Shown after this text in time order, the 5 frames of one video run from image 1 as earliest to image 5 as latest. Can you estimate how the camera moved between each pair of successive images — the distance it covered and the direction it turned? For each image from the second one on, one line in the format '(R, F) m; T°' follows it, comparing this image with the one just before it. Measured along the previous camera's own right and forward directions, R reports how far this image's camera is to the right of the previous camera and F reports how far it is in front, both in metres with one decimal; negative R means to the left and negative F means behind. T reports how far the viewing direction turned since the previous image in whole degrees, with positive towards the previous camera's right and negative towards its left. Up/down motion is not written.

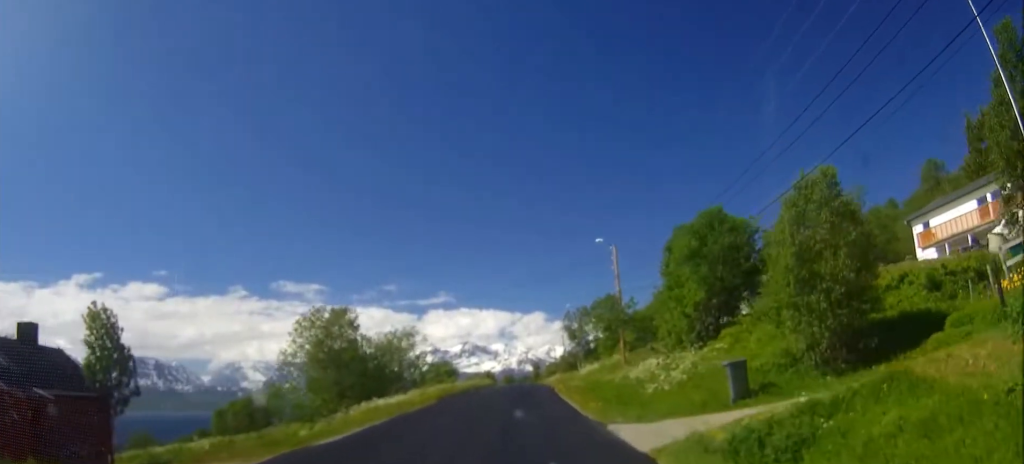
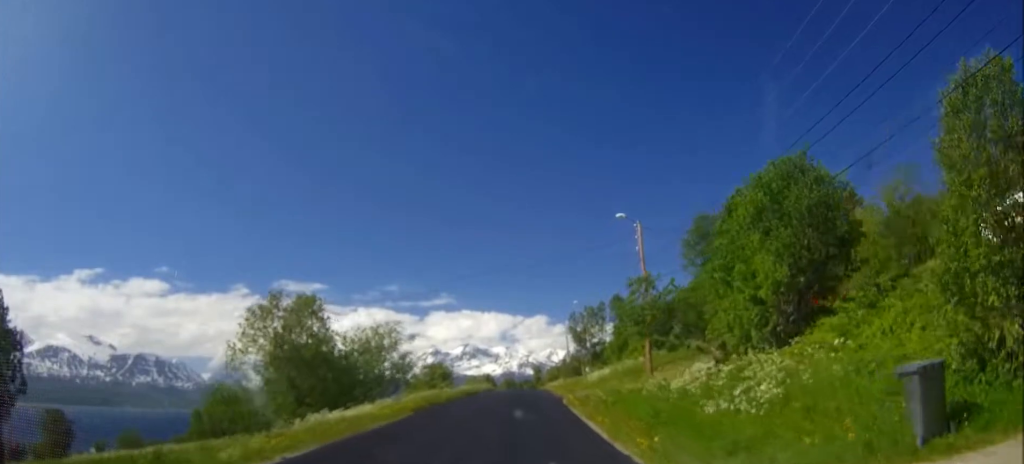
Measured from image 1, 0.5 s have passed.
(-0.1, +8.6) m; 0°
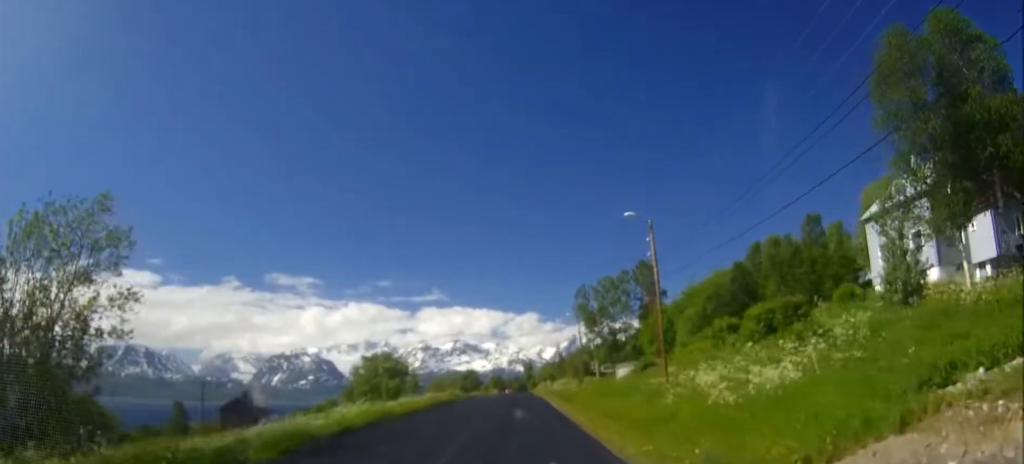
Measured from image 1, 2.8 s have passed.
(+0.3, +39.9) m; 0°
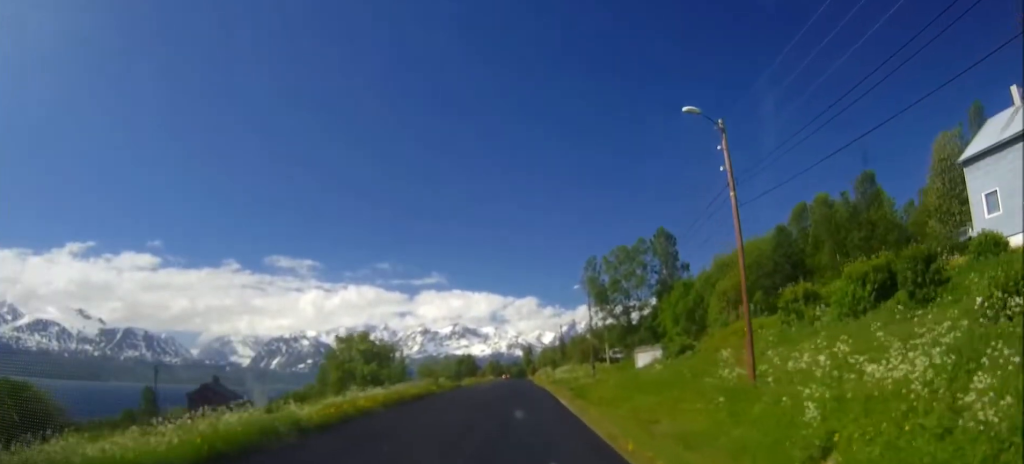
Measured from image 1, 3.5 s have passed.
(-0.1, +11.8) m; 0°
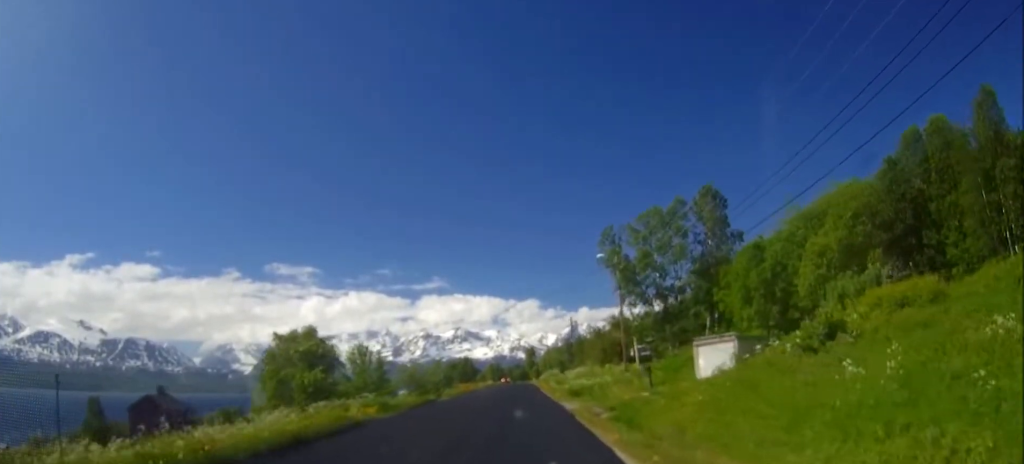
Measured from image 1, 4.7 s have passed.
(+0.2, +19.0) m; 0°
